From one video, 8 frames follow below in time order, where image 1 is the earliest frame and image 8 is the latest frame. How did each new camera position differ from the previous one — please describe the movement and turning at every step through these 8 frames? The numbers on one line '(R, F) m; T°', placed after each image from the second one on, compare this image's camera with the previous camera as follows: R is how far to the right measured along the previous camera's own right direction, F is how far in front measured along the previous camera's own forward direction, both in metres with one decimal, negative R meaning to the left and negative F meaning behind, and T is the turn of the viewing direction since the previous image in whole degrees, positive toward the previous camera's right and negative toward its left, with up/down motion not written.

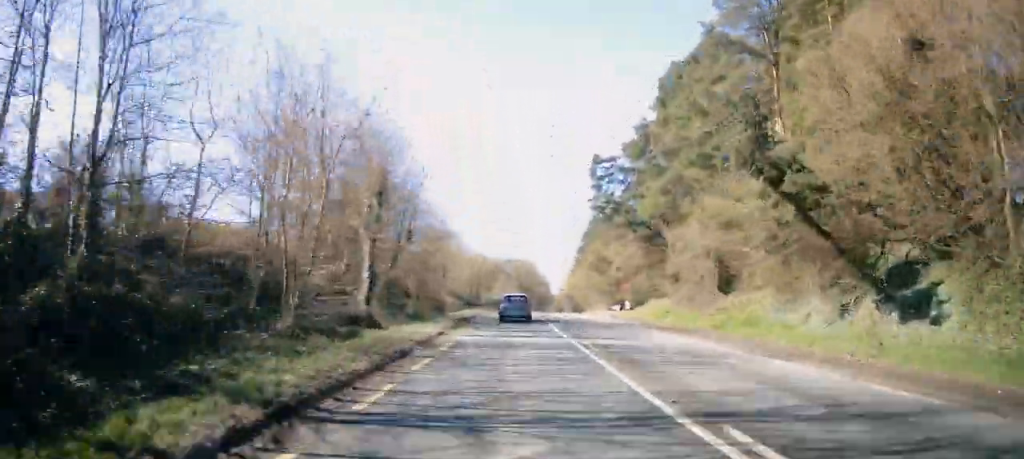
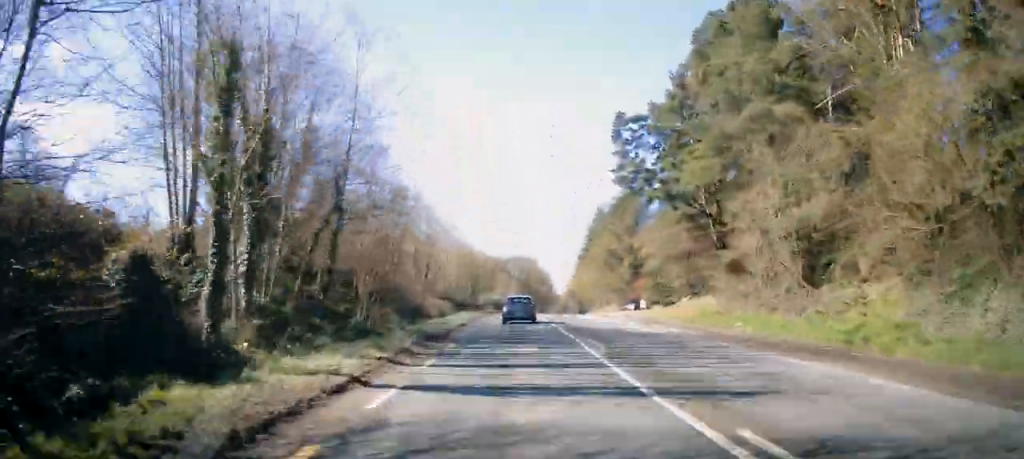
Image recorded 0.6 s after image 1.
(-0.8, +11.3) m; -4°
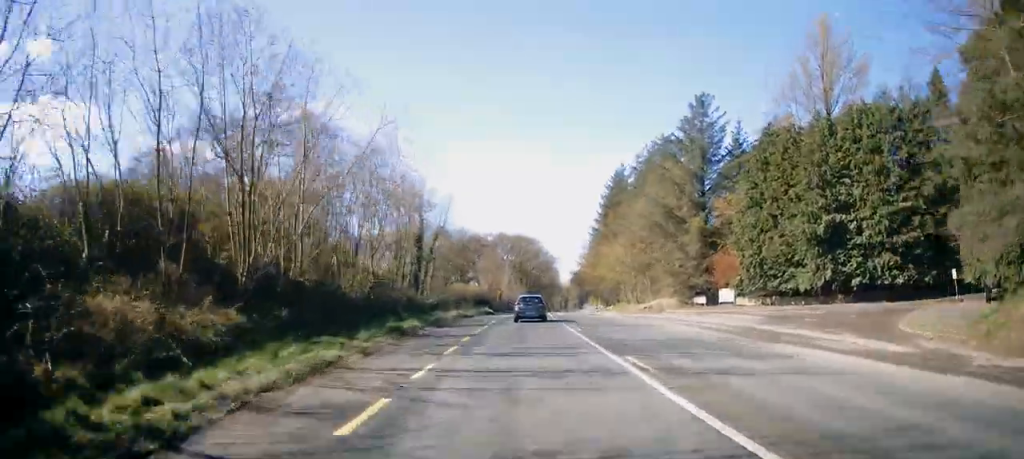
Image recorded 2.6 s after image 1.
(-0.7, +40.1) m; 0°
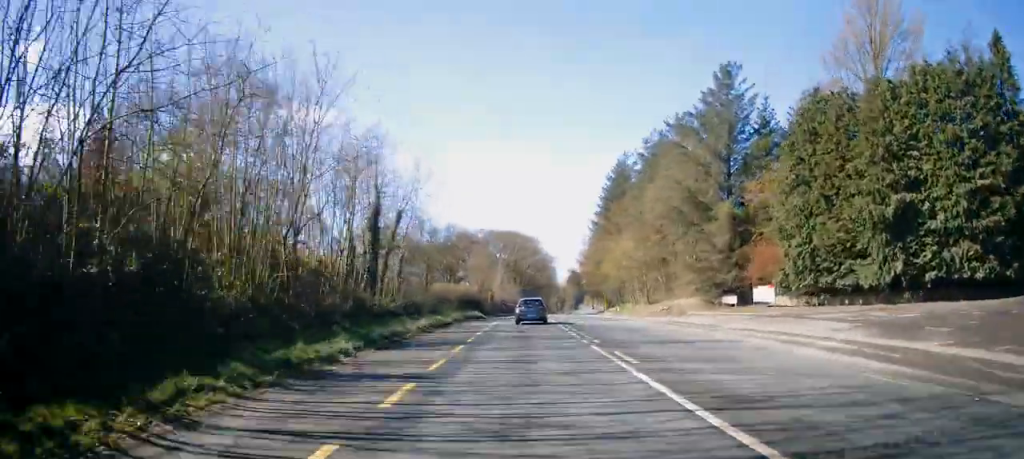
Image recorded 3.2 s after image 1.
(+0.2, +10.0) m; +1°
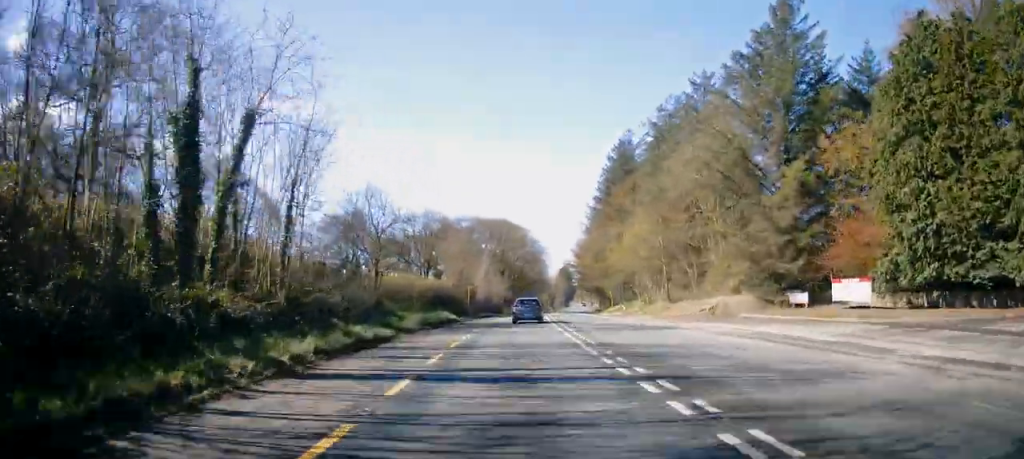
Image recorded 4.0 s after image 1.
(+0.1, +15.0) m; 0°
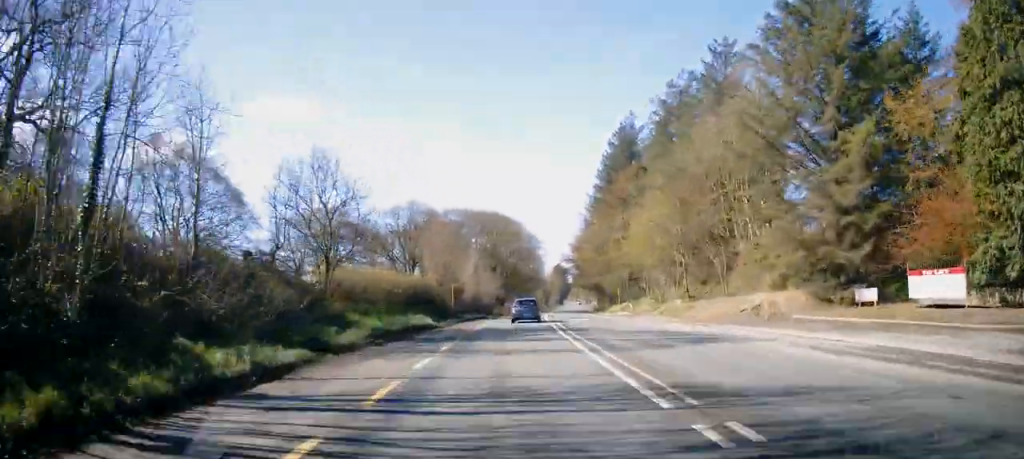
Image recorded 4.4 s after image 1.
(0.0, +8.7) m; 0°
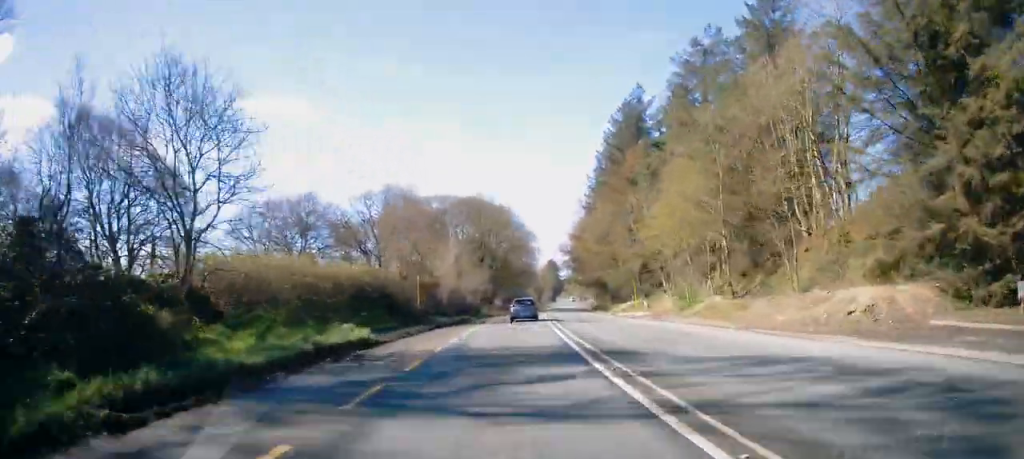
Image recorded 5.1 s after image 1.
(+0.1, +12.4) m; -5°
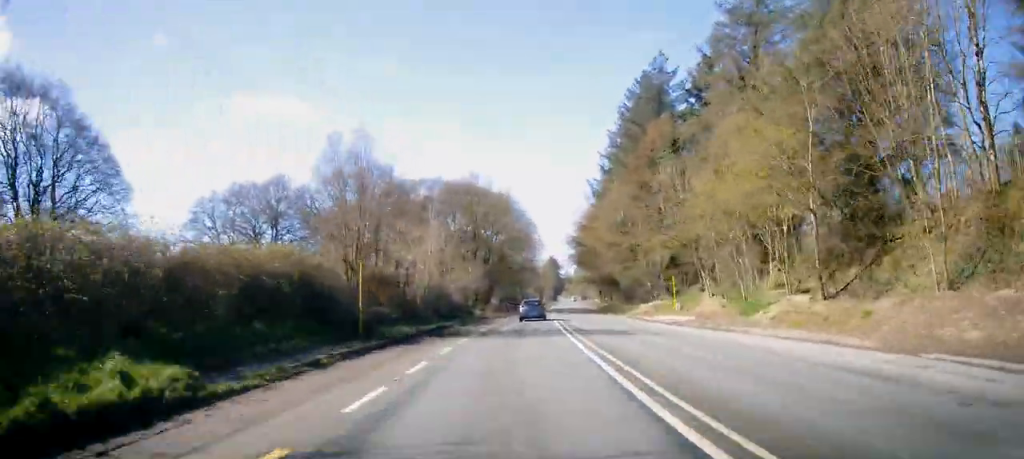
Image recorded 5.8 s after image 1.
(-0.7, +12.6) m; +2°
